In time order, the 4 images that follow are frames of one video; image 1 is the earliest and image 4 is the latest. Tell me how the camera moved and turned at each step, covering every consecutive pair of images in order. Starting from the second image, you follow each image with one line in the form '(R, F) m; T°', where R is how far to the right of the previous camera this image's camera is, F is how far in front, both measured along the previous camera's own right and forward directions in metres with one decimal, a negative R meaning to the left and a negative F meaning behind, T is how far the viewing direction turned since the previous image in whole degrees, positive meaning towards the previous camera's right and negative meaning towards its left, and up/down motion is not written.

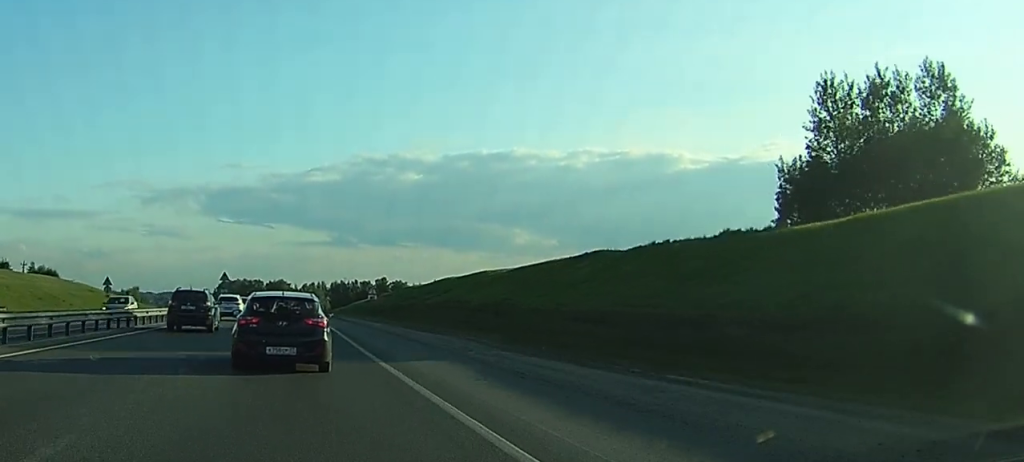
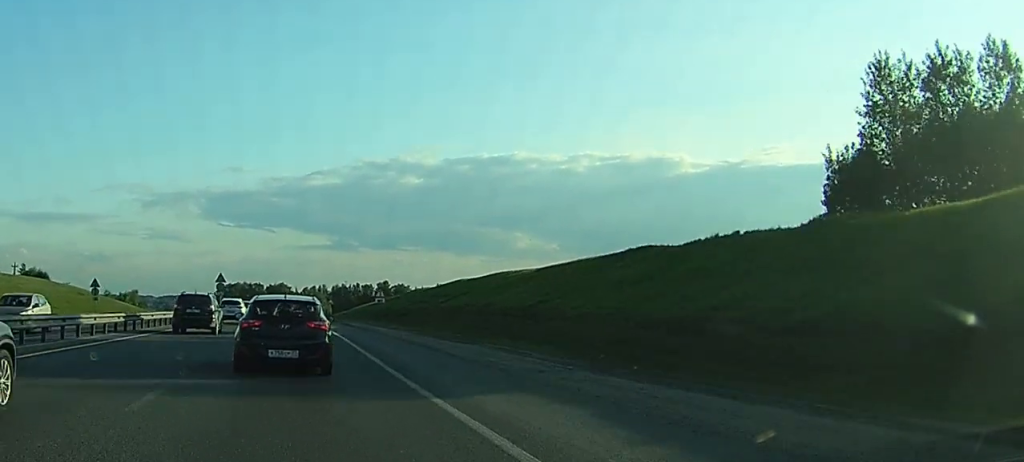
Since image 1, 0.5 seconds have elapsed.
(-0.1, +6.9) m; +1°
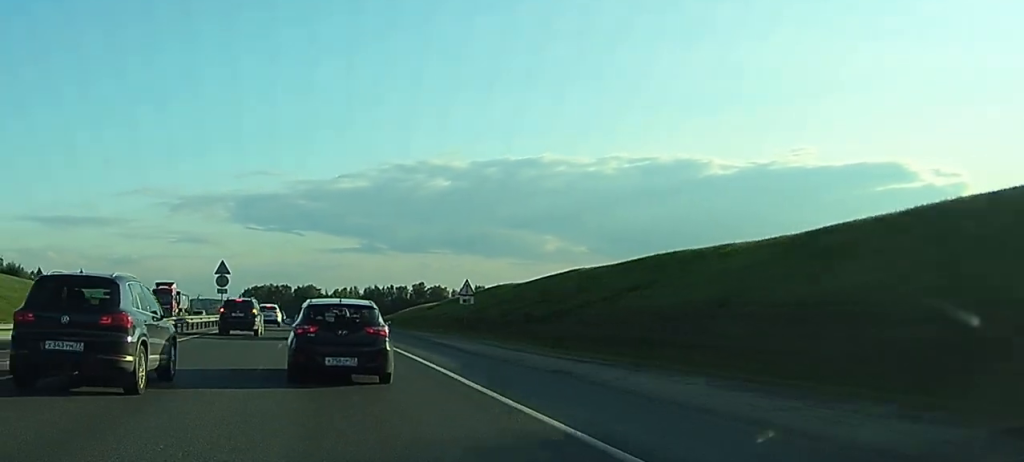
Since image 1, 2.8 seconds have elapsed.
(+0.4, +29.6) m; 0°
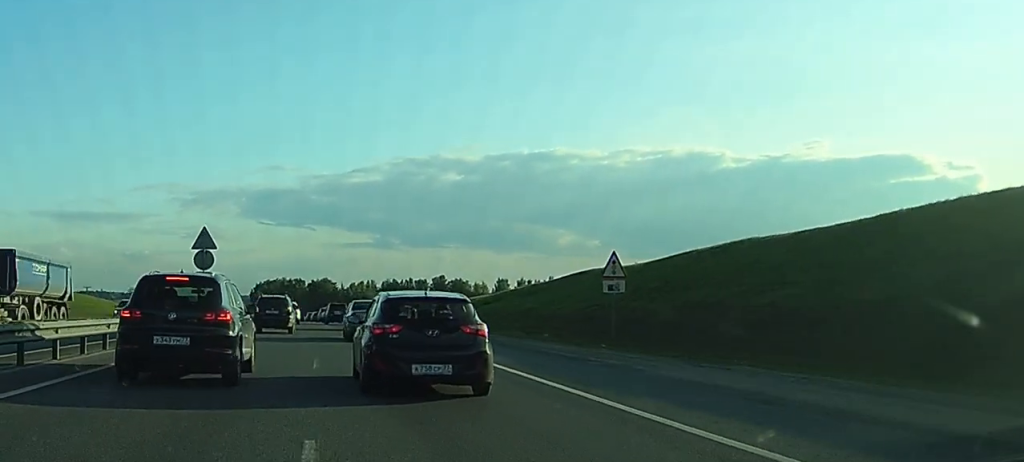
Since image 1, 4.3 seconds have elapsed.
(-0.1, +21.5) m; 0°
